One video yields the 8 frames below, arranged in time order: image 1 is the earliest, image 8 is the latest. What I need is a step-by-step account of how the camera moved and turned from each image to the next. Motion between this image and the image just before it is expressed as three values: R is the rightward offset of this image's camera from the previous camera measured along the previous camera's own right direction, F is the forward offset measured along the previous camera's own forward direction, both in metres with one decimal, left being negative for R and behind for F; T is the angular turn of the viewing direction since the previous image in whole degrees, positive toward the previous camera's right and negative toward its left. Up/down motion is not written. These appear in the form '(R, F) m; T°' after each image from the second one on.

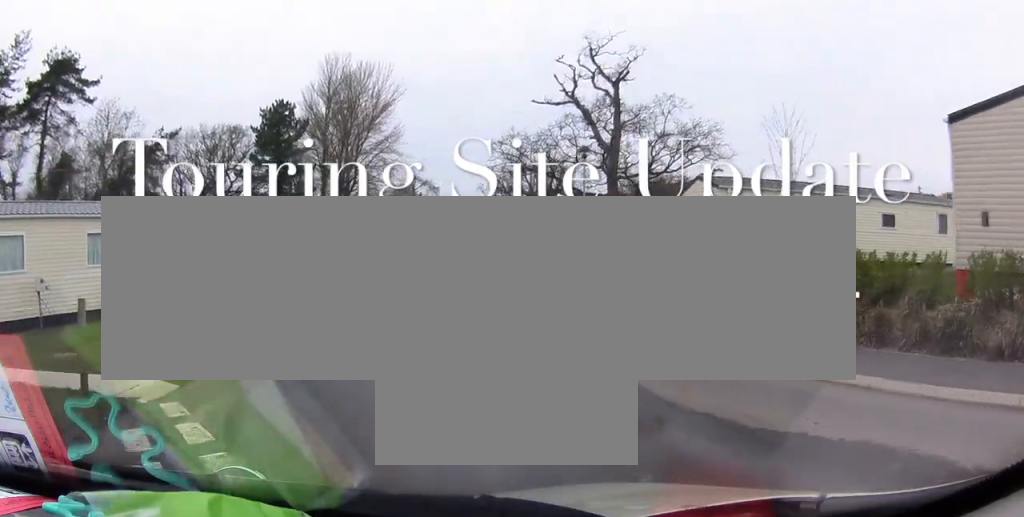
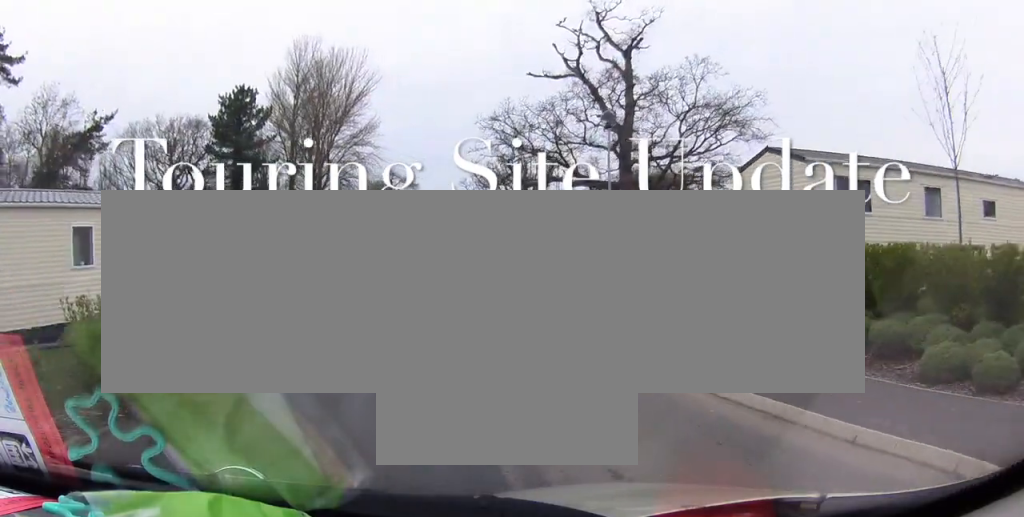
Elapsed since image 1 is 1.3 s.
(+0.4, +5.6) m; 0°
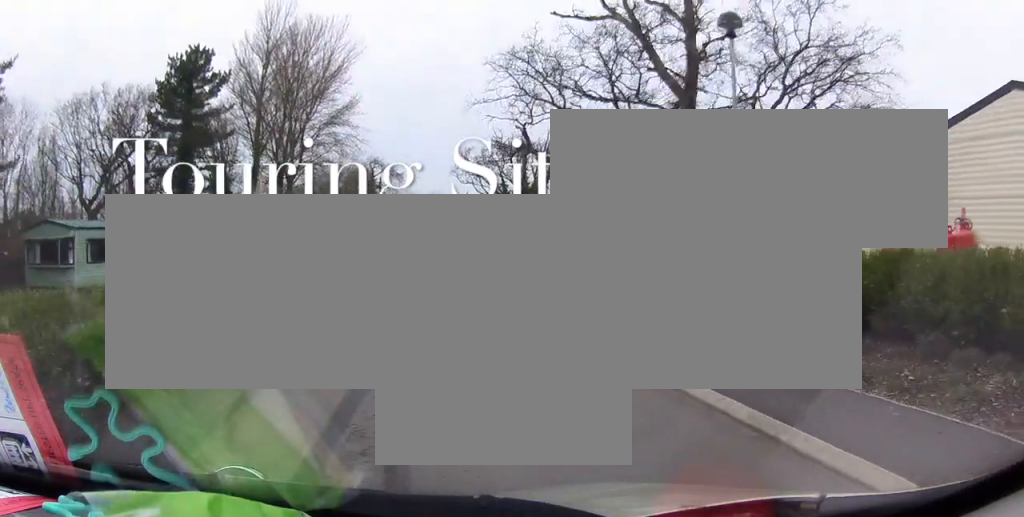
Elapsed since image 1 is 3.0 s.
(-0.5, +8.9) m; 0°
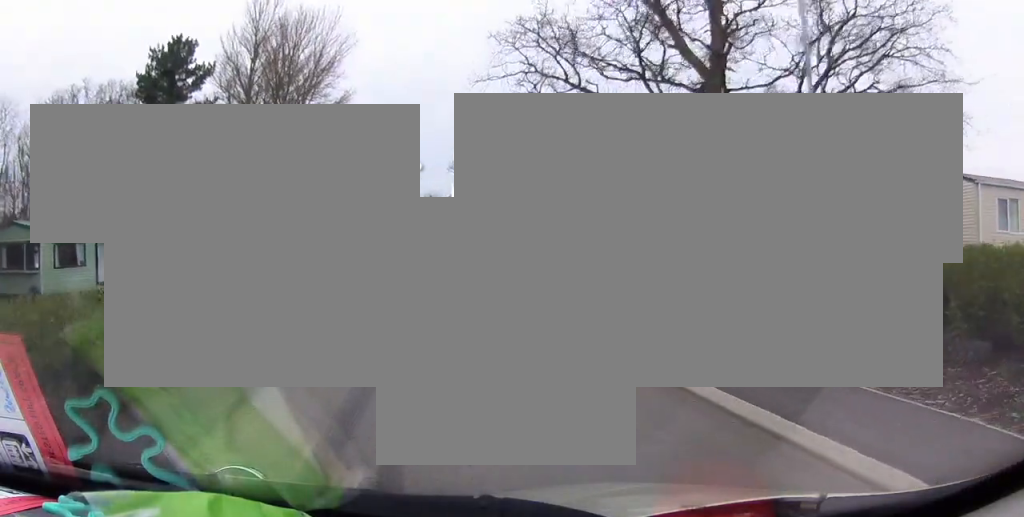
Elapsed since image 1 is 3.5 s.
(0.0, +2.7) m; +2°
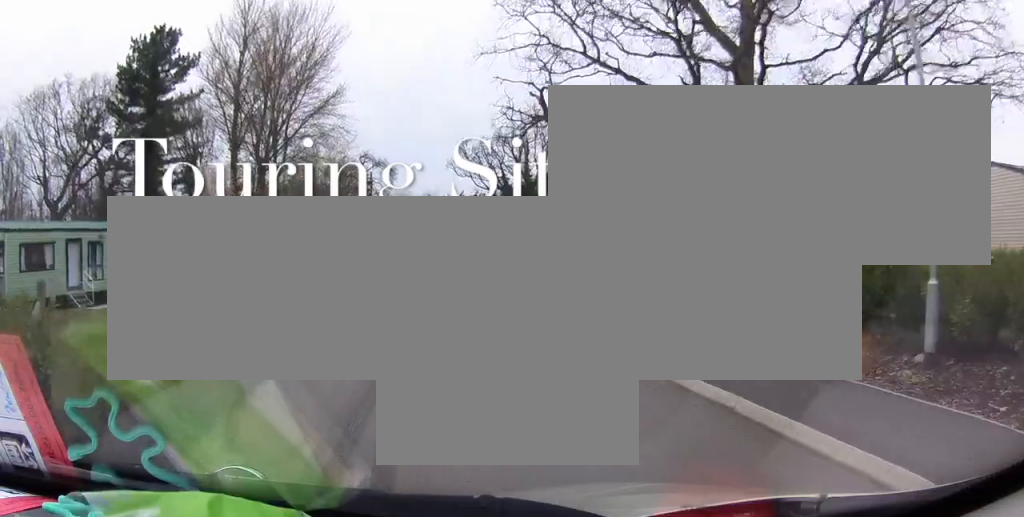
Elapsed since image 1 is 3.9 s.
(+0.1, +2.6) m; +1°
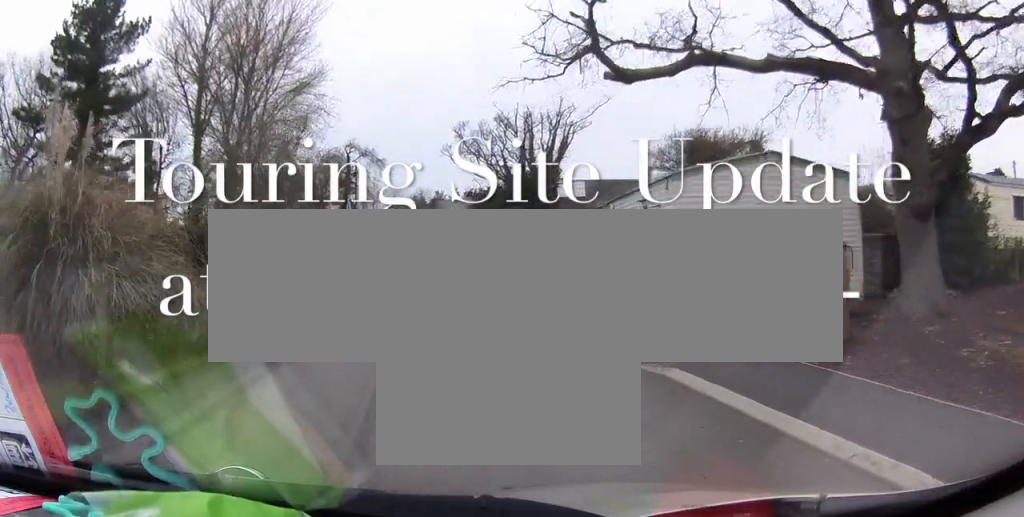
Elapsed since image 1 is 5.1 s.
(+0.1, +7.5) m; +1°
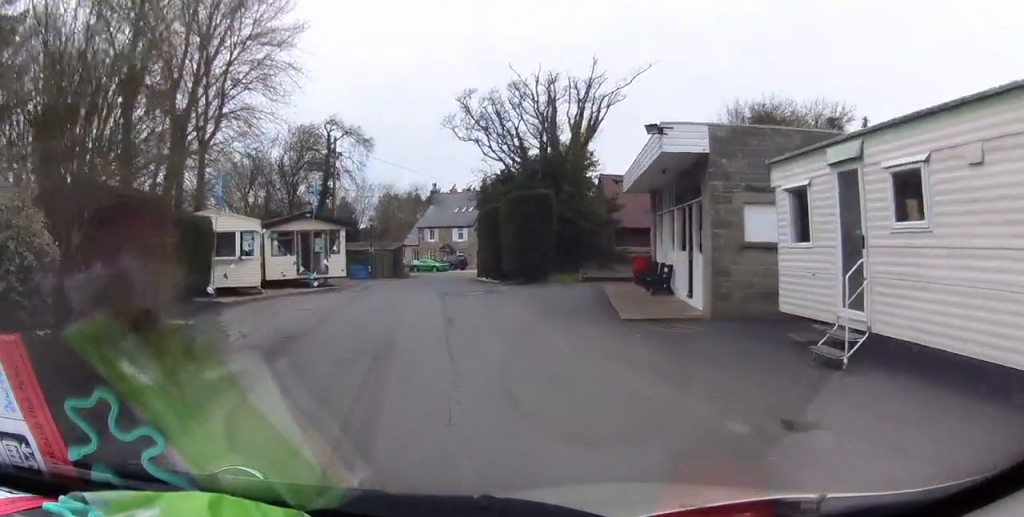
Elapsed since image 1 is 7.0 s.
(+0.9, +12.4) m; +8°
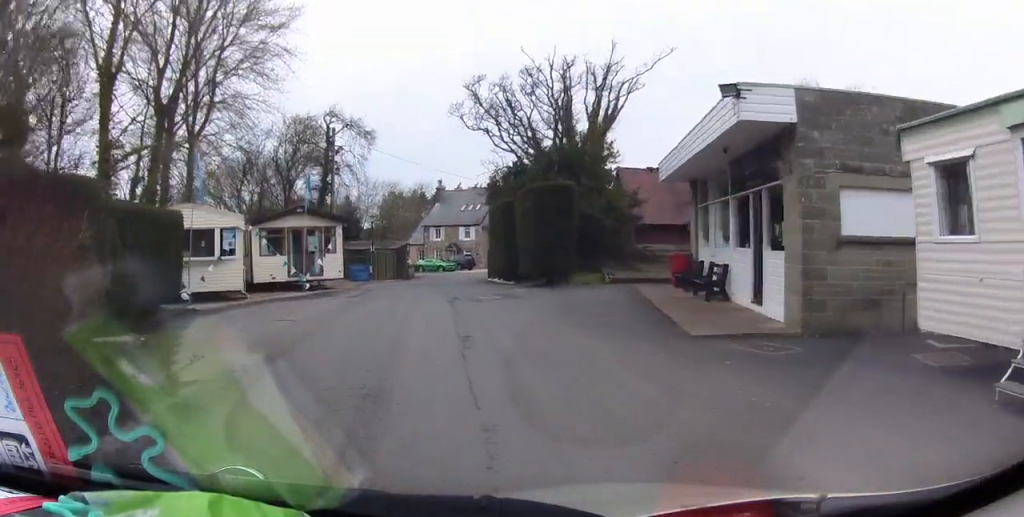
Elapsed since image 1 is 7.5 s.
(+0.1, +3.7) m; +1°
